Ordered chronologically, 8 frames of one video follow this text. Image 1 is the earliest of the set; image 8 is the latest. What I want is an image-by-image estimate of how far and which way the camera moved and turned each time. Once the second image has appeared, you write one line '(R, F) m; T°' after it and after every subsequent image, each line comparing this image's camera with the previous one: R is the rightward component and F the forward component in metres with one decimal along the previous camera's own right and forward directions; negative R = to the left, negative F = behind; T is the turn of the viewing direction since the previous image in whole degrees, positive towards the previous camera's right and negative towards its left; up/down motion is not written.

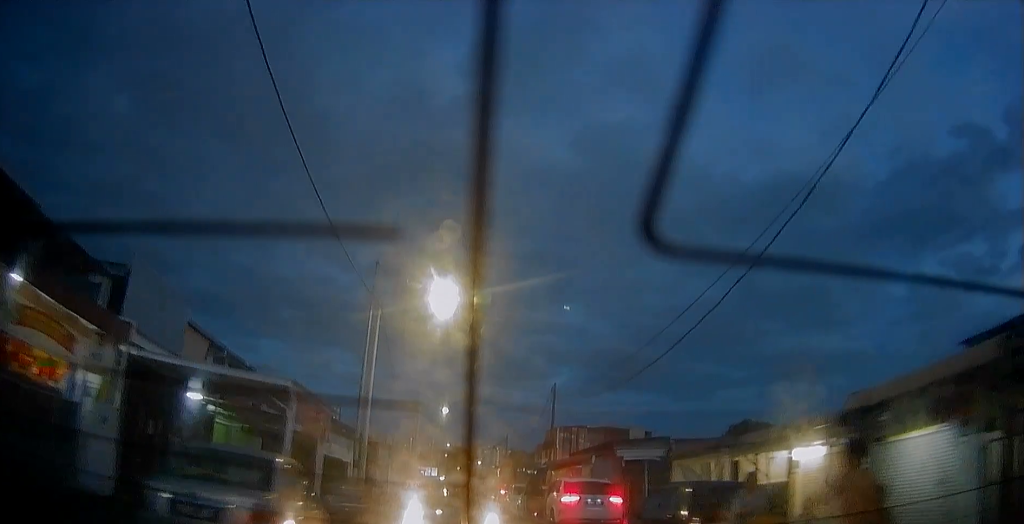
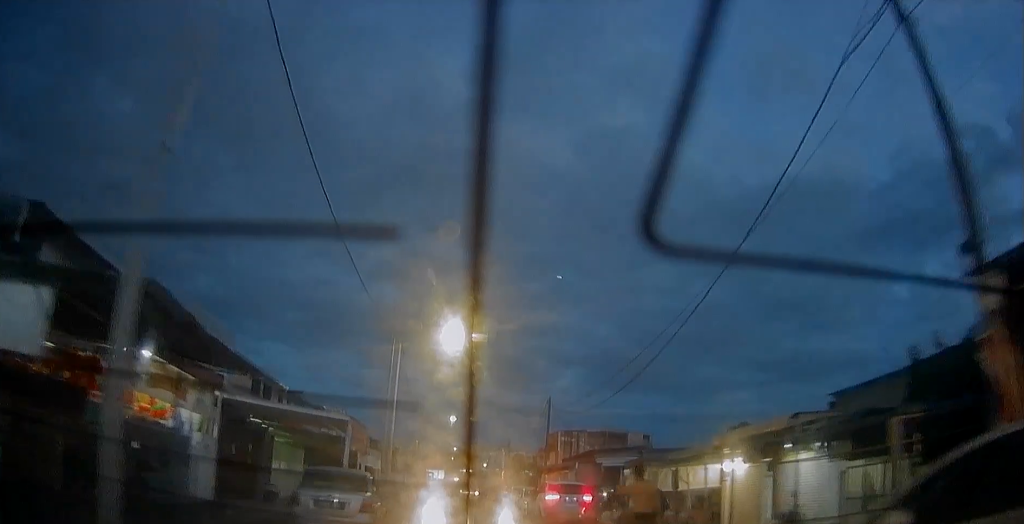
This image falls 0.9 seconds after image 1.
(0.0, +4.9) m; -1°
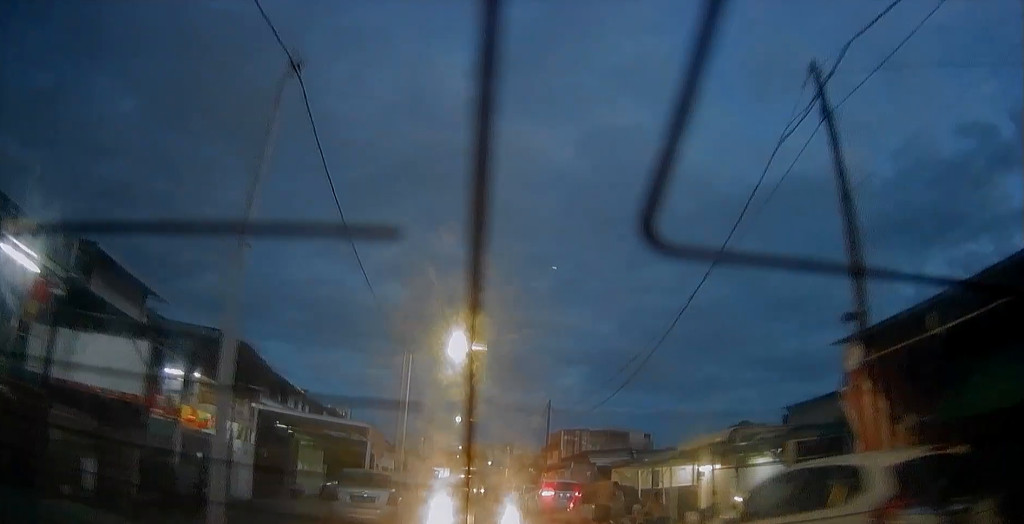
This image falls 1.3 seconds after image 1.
(0.0, +2.3) m; 0°
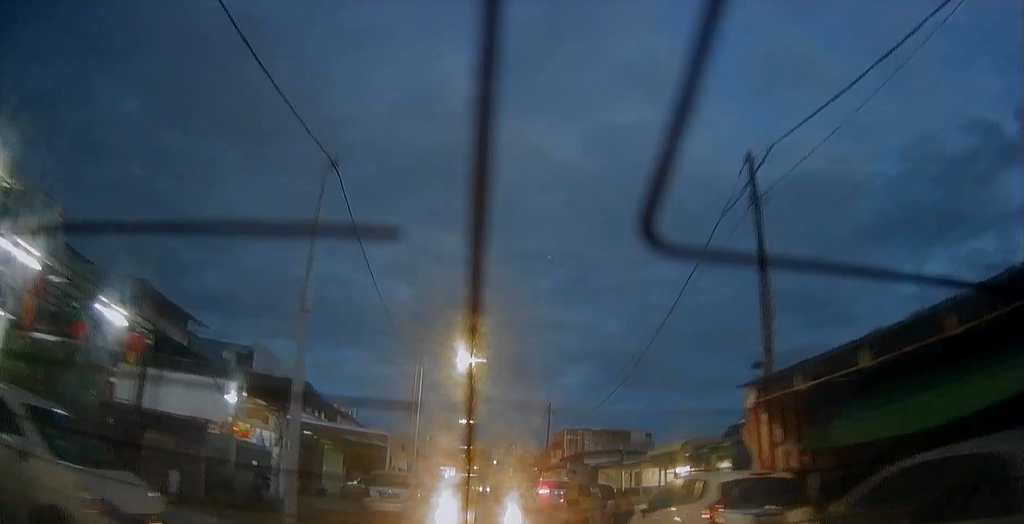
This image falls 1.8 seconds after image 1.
(0.0, +3.3) m; 0°
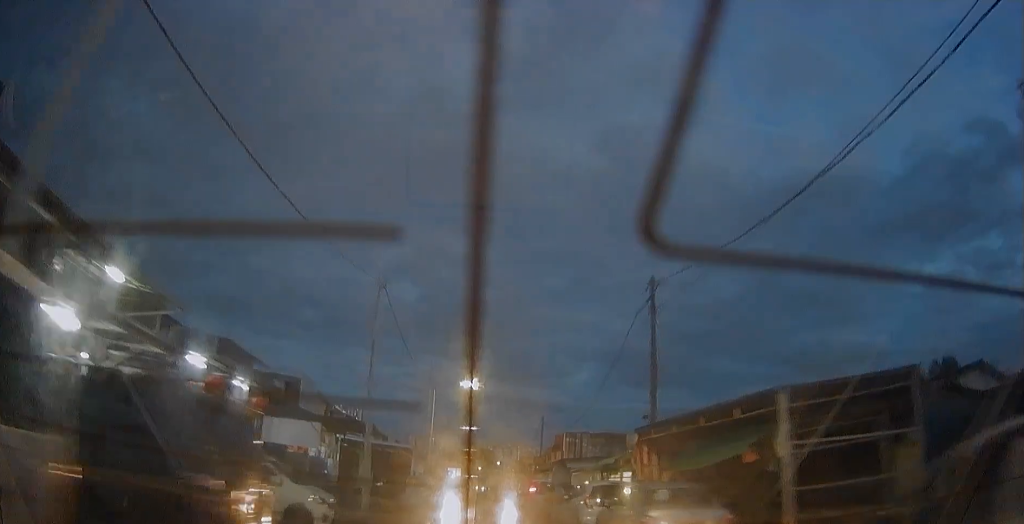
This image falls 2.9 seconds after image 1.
(0.0, +6.5) m; +1°
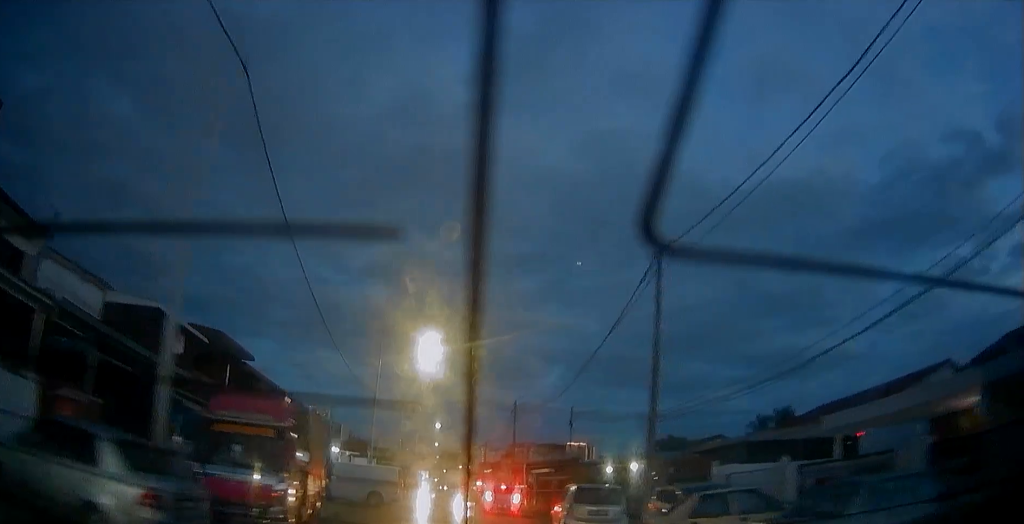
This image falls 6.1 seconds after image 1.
(+0.2, +23.9) m; -1°
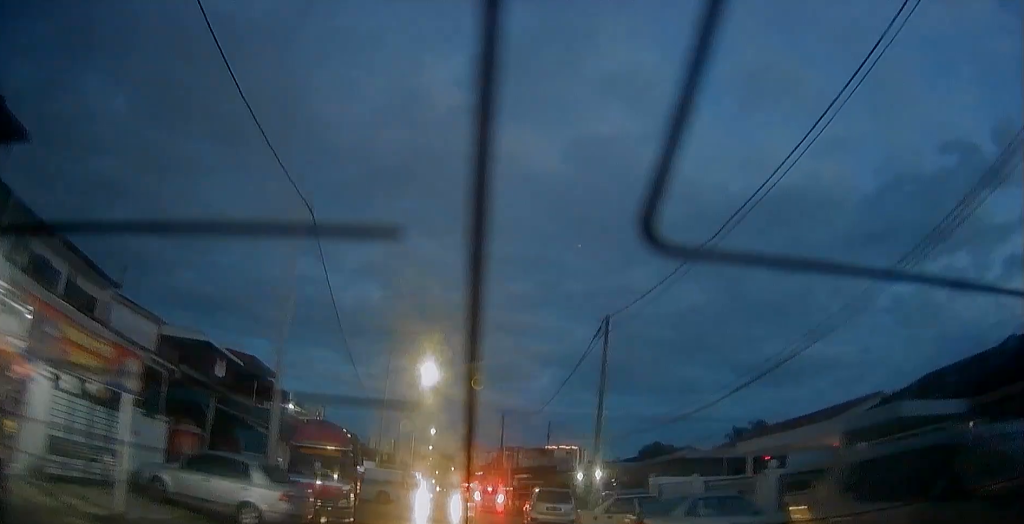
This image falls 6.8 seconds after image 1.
(-0.1, +5.6) m; -1°
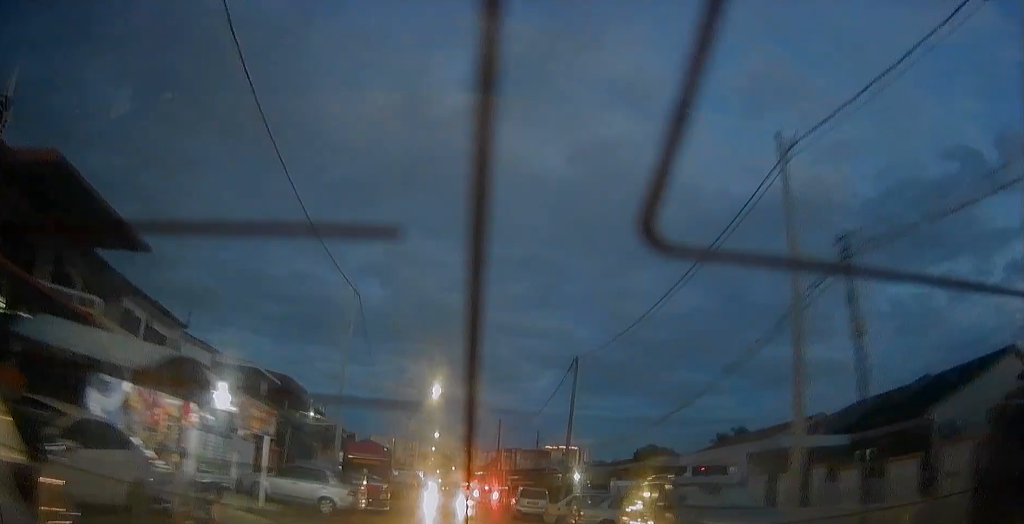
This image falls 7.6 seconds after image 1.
(-0.1, +7.0) m; -1°
